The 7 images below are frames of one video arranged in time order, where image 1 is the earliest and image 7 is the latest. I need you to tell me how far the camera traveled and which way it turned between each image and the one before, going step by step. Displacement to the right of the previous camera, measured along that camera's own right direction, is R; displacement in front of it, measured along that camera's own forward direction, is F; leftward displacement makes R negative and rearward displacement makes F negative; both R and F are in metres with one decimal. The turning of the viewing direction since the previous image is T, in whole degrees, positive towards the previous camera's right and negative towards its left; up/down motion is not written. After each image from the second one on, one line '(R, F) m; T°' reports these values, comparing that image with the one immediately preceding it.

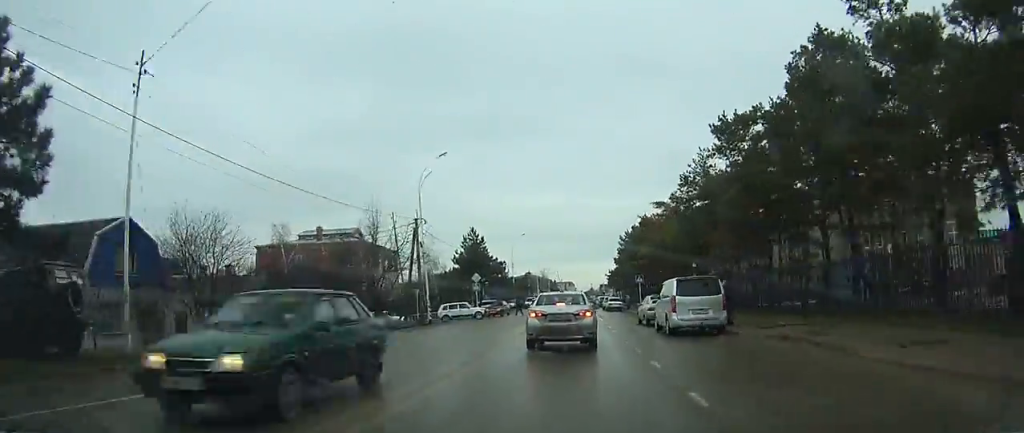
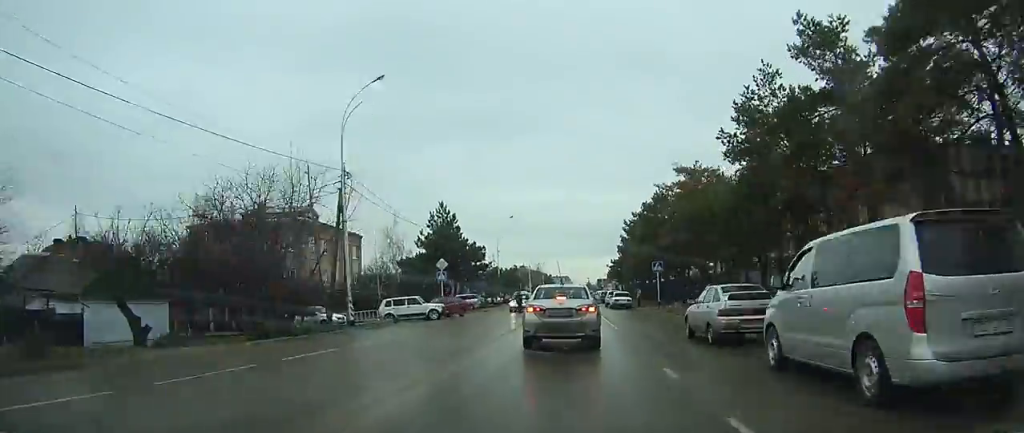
(+0.1, +10.9) m; +1°
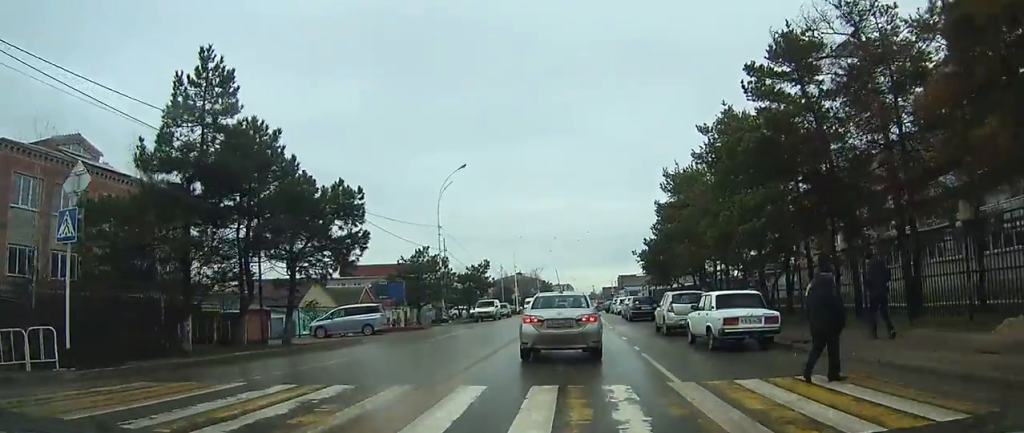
(+1.5, +39.0) m; 0°
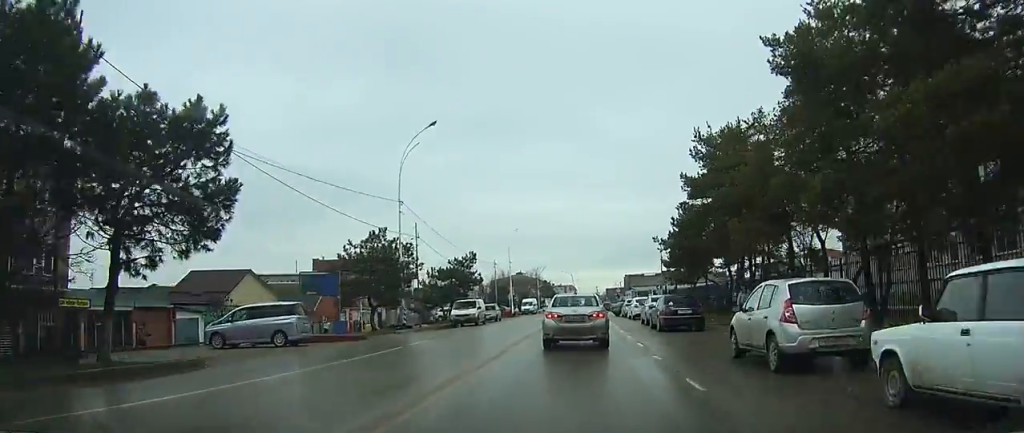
(-0.3, +11.6) m; -1°
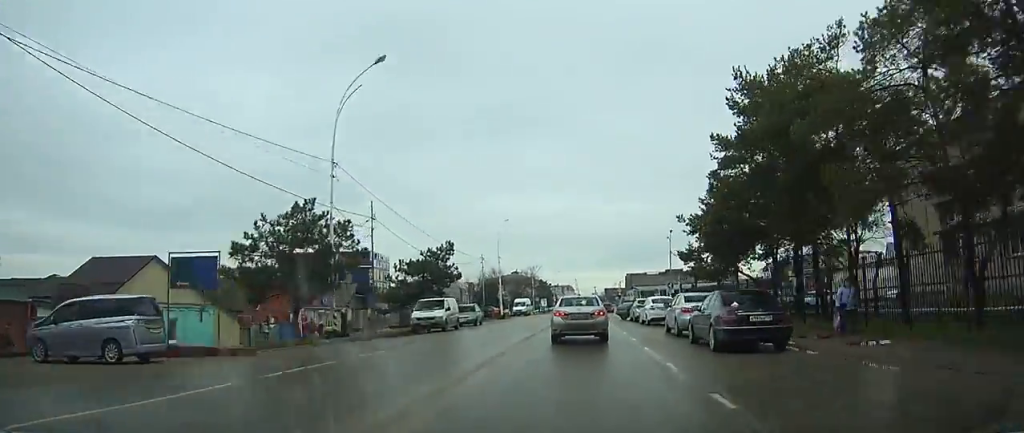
(0.0, +9.1) m; 0°
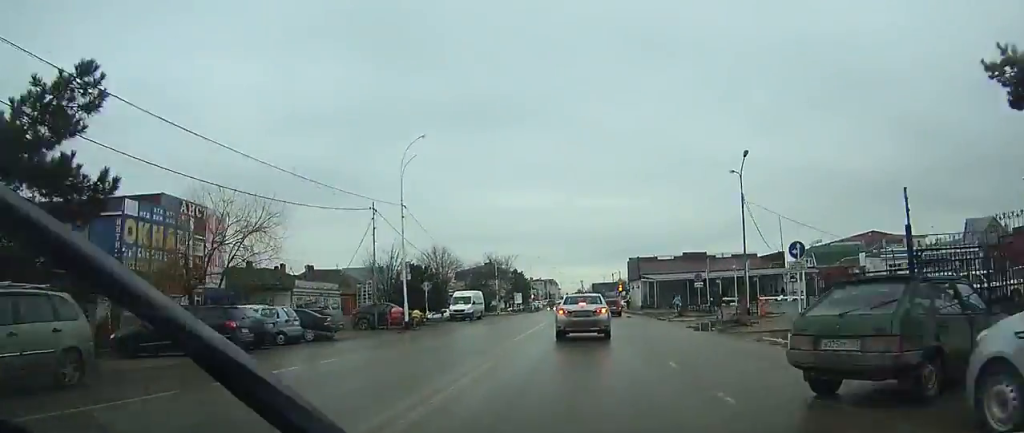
(+0.1, +31.7) m; +1°
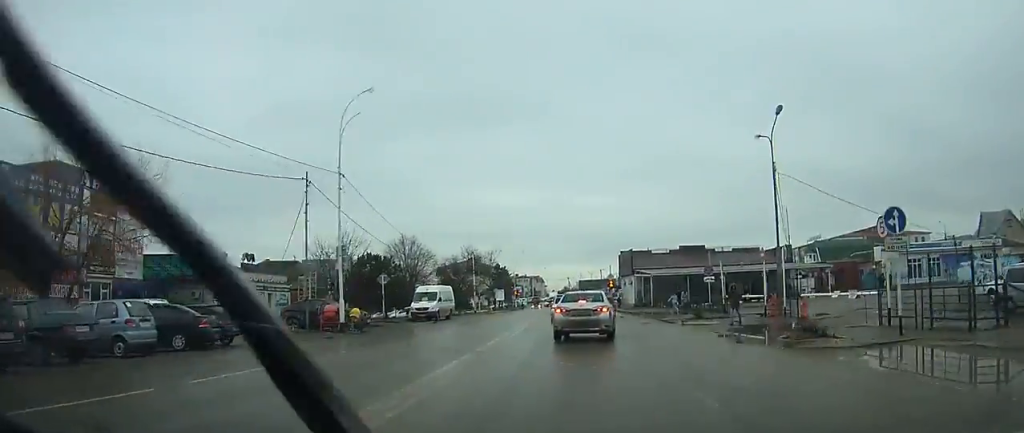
(0.0, +6.6) m; +1°
